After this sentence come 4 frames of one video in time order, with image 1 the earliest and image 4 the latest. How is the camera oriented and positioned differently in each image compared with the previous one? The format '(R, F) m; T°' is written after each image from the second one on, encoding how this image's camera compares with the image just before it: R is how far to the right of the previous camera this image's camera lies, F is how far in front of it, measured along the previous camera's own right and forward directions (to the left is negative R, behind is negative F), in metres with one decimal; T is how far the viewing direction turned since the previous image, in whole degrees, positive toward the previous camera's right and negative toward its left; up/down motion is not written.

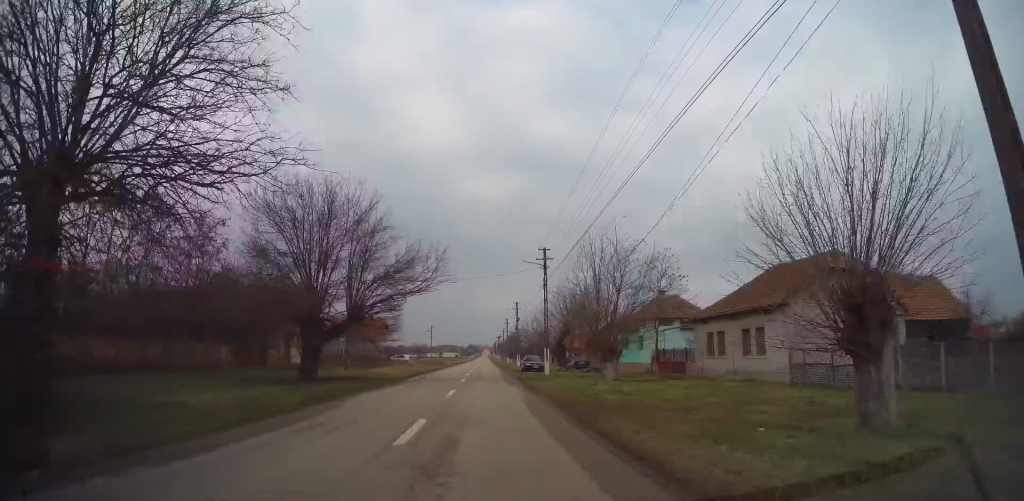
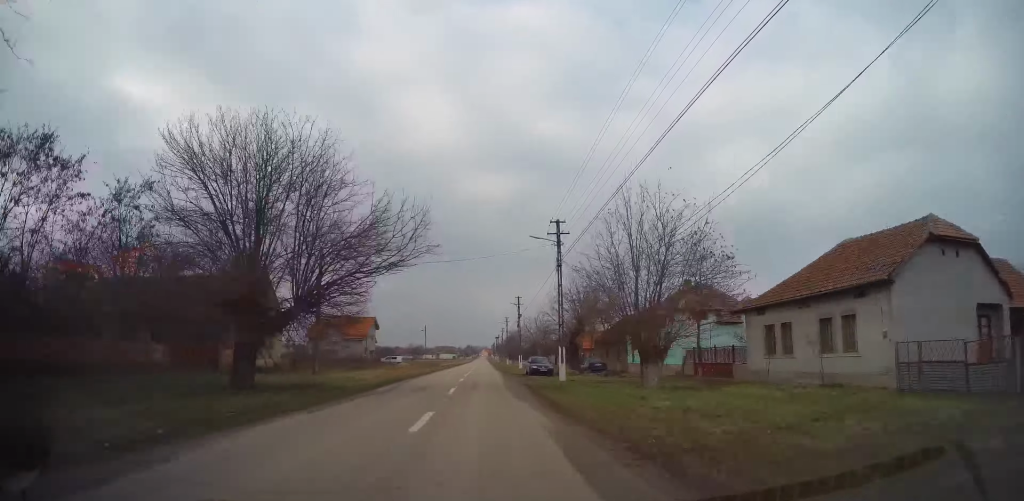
(+0.1, +7.6) m; +1°
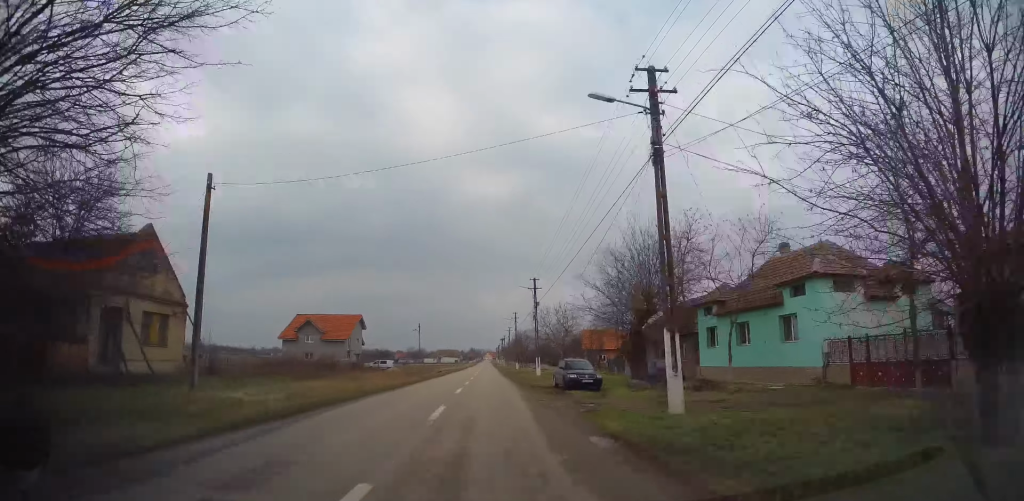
(+0.2, +15.8) m; 0°
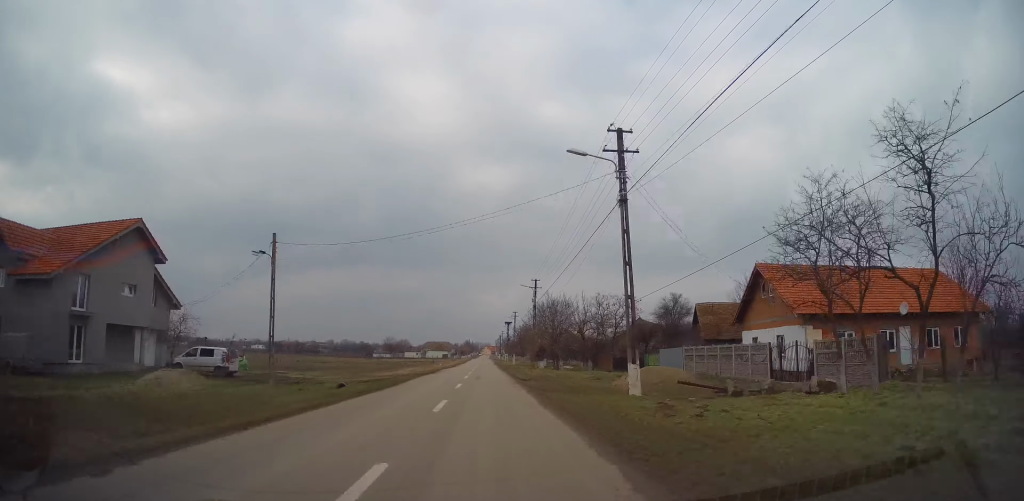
(-0.1, +61.1) m; +1°
